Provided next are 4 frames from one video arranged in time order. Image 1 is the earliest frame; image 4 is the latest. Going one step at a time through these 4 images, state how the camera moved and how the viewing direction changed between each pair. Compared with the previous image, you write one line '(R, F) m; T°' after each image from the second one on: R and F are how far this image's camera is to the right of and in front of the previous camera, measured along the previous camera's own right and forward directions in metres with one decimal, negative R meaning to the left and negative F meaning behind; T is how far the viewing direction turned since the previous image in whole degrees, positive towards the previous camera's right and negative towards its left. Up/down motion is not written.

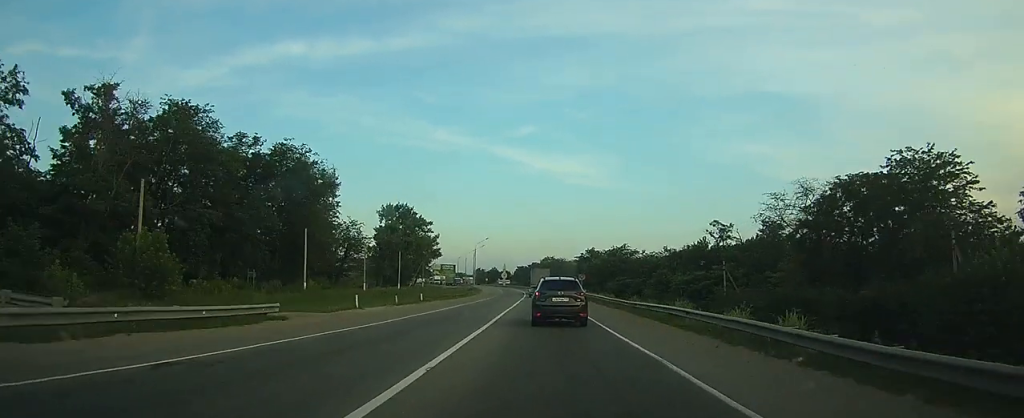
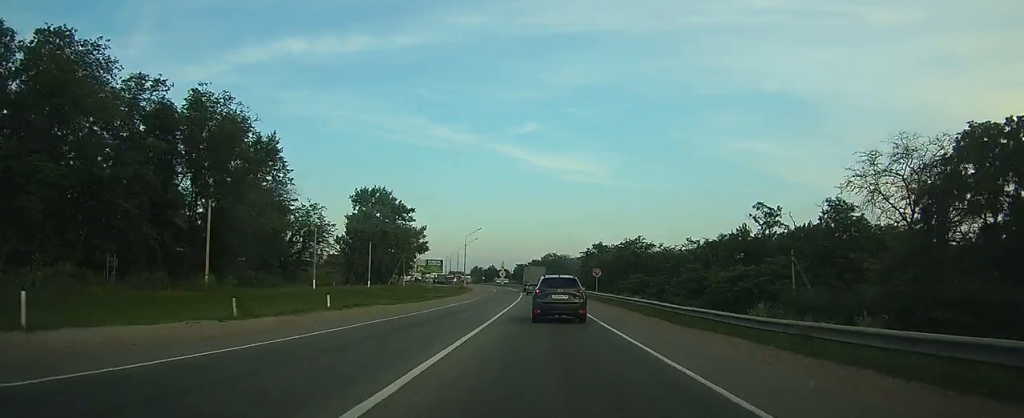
(+0.1, +21.5) m; +1°
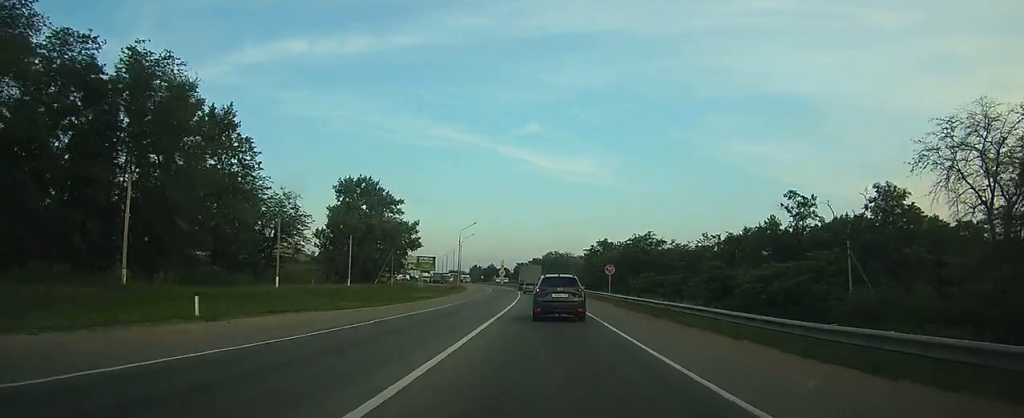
(+0.1, +10.9) m; 0°
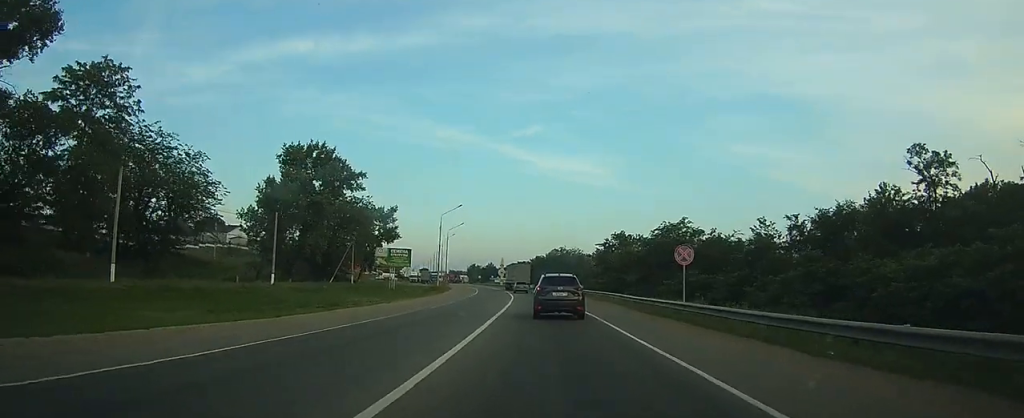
(-0.1, +26.5) m; 0°
